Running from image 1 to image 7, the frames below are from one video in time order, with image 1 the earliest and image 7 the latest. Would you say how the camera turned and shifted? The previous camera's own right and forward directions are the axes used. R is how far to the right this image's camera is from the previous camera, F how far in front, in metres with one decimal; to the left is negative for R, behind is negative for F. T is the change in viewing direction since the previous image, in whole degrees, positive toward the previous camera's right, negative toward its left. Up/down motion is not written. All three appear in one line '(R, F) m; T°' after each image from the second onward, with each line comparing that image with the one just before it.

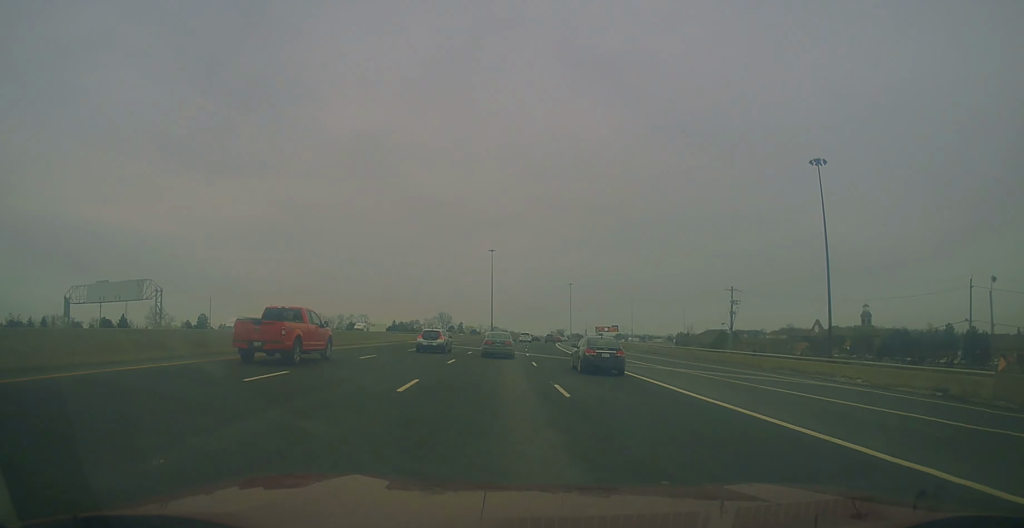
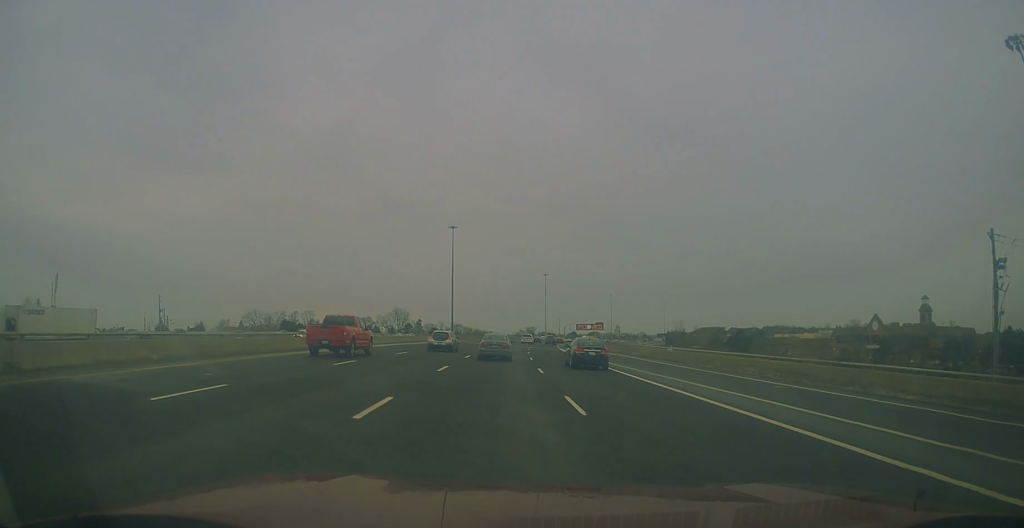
(+1.0, +52.0) m; +3°
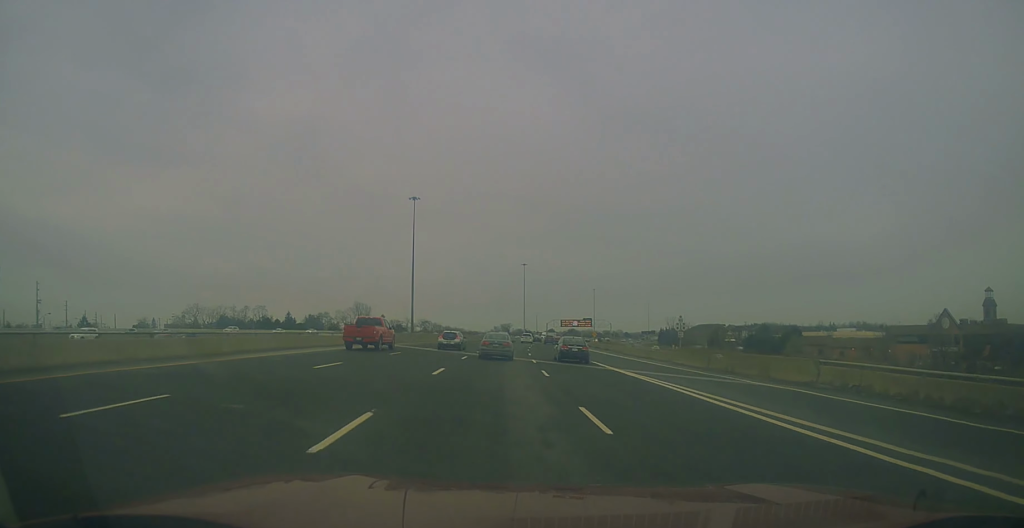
(+0.8, +38.5) m; +2°
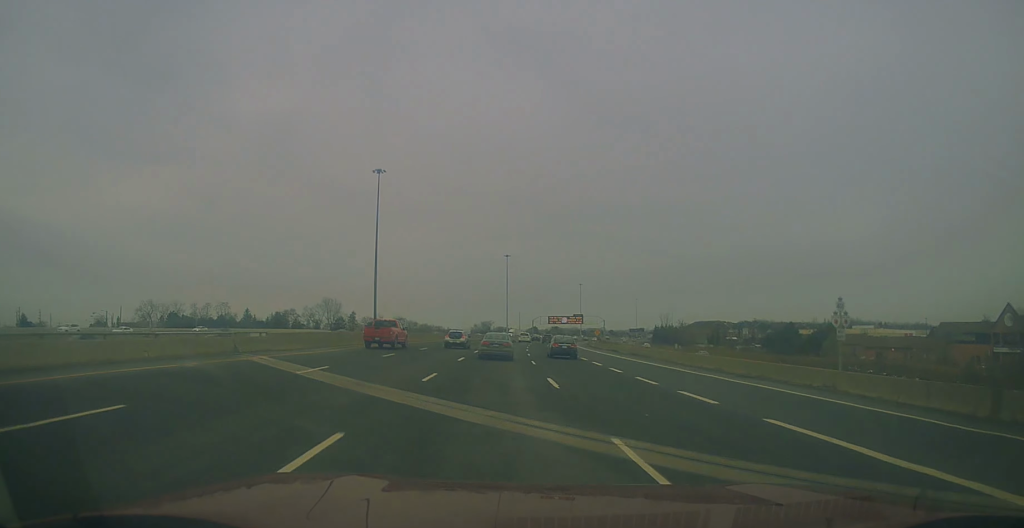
(+0.4, +25.5) m; +2°
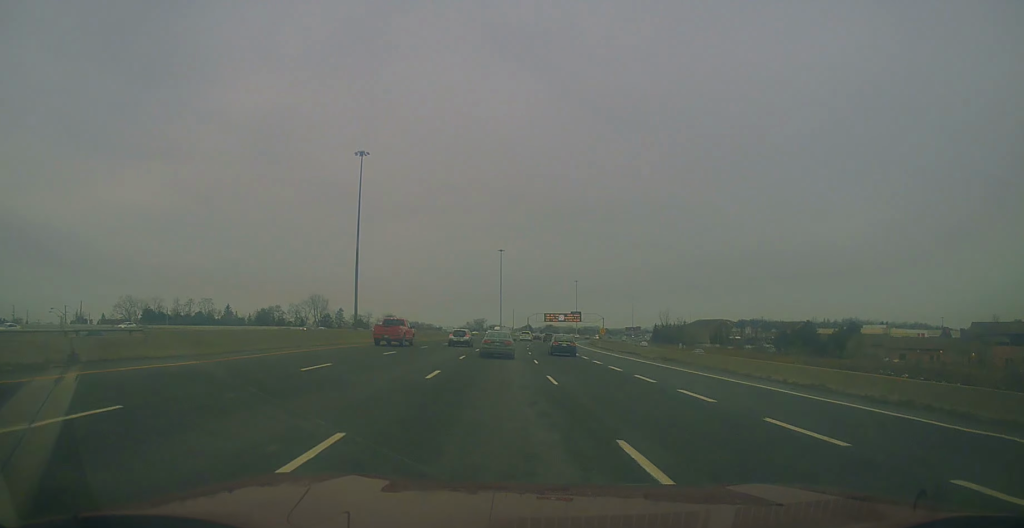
(+0.1, +11.9) m; +1°
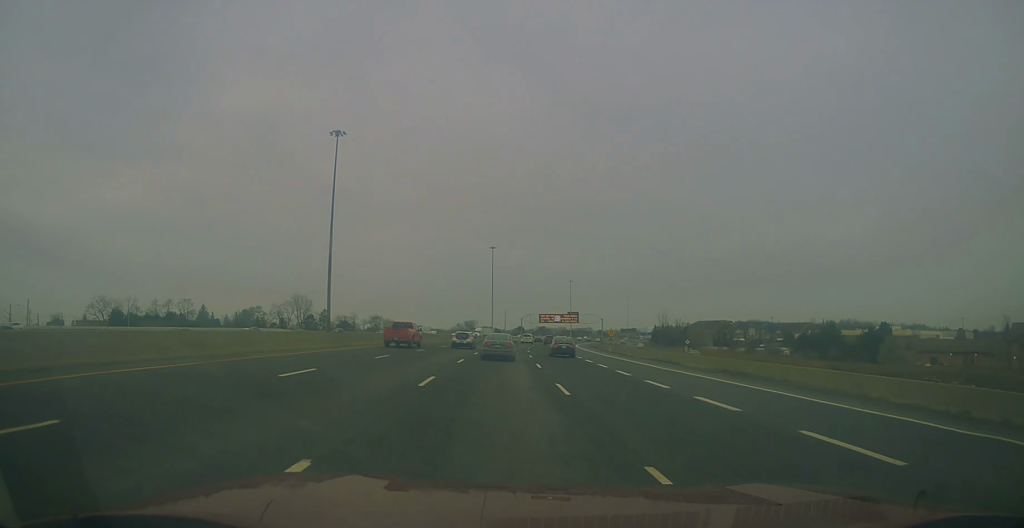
(+0.2, +13.7) m; +1°
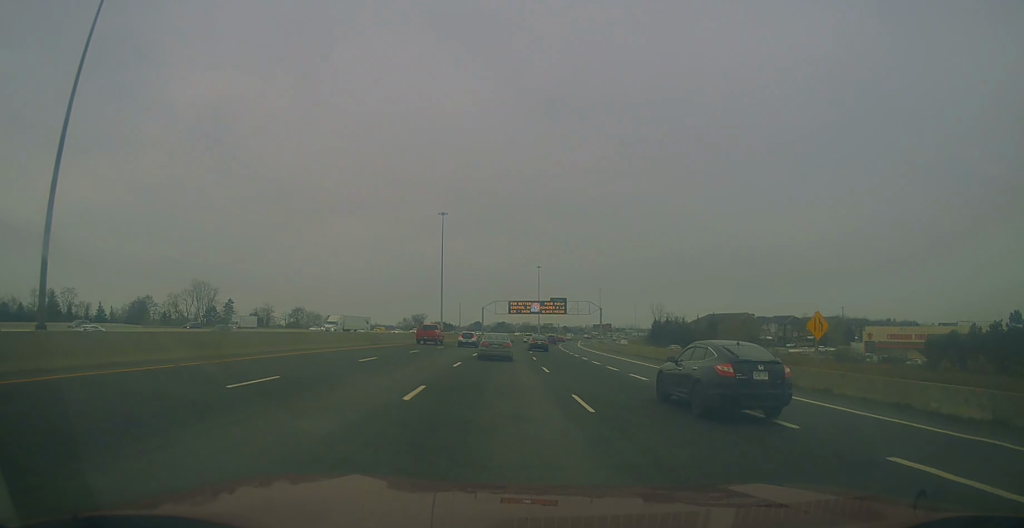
(+1.5, +62.6) m; +5°
